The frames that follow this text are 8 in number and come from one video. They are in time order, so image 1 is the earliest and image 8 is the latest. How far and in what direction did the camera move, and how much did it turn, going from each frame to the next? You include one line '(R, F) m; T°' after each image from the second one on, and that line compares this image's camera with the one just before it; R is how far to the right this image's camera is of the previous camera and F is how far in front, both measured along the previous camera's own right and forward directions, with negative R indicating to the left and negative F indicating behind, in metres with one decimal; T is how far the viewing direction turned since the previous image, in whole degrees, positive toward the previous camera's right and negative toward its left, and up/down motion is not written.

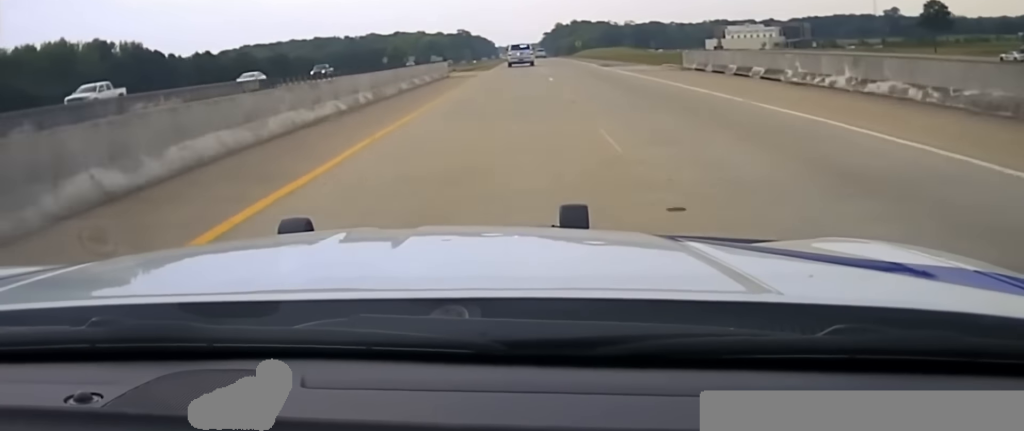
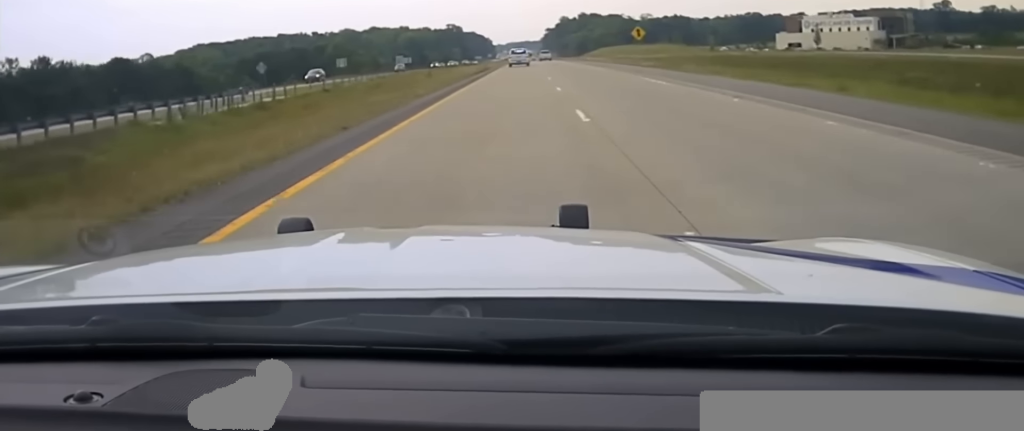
(0.0, +104.0) m; 0°
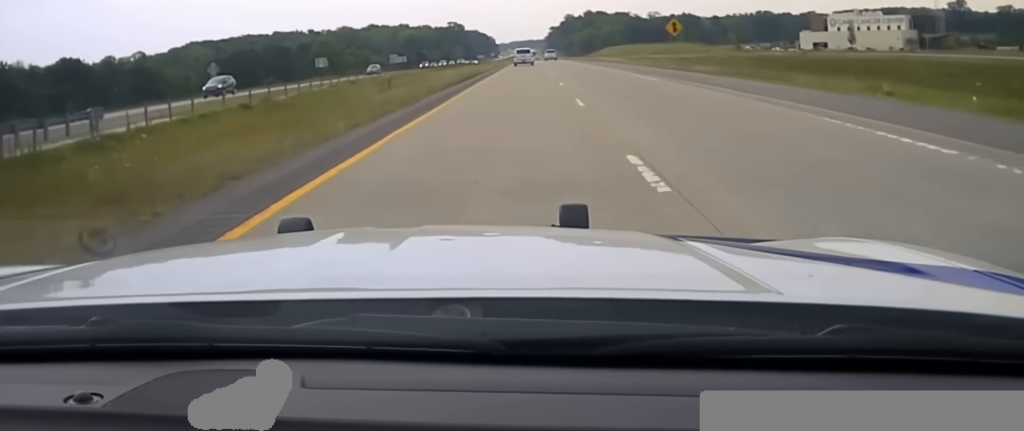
(0.0, +18.6) m; 0°
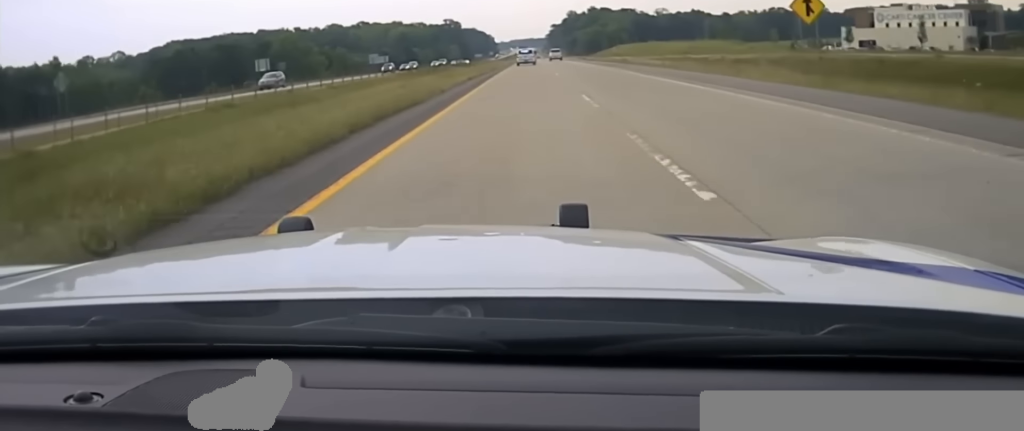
(0.0, +31.1) m; 0°
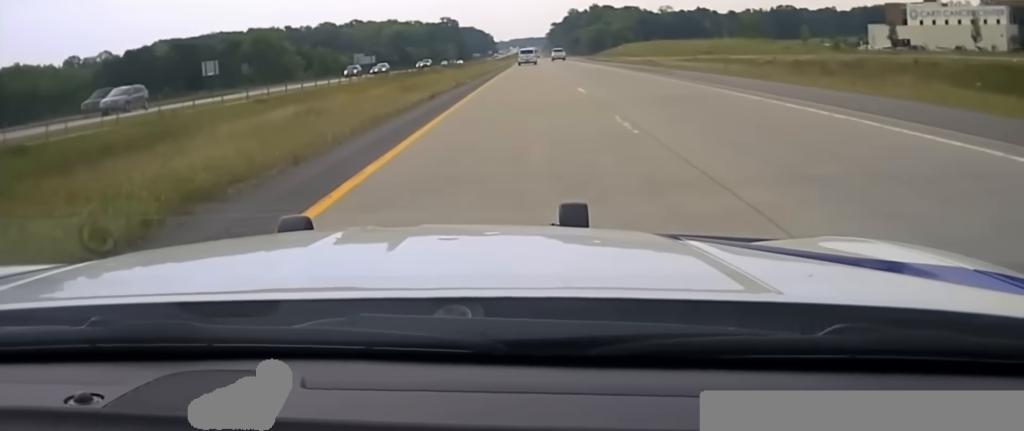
(0.0, +15.4) m; 0°
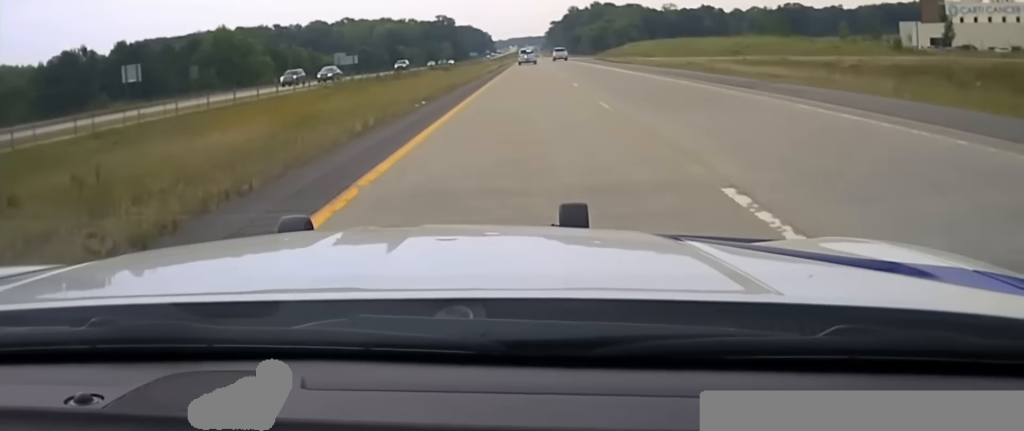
(0.0, +16.9) m; 0°
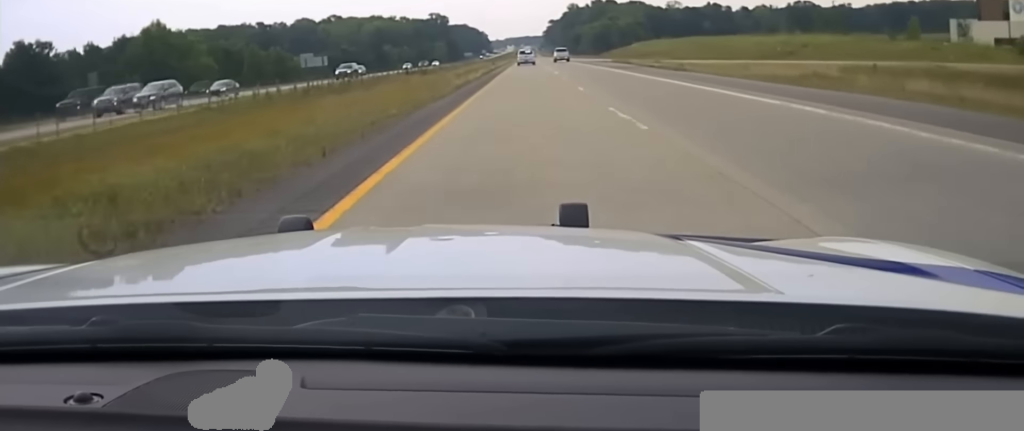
(0.0, +24.1) m; 0°
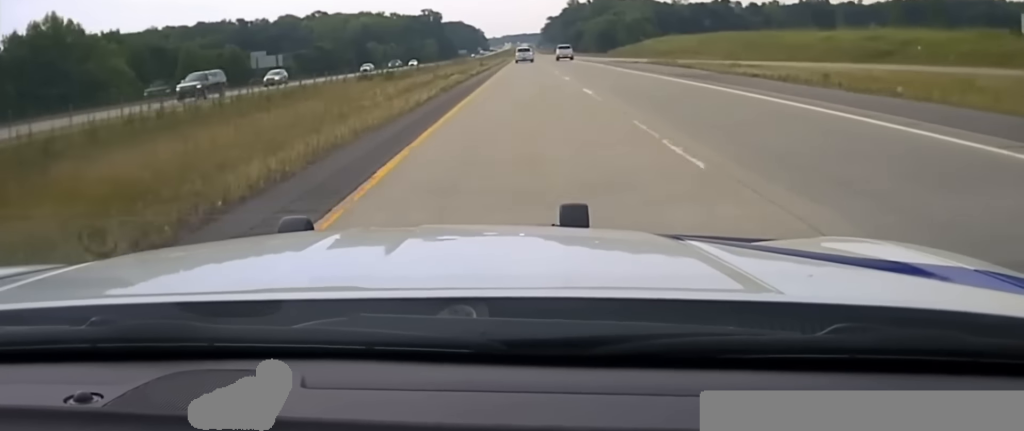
(0.0, +27.0) m; 0°
